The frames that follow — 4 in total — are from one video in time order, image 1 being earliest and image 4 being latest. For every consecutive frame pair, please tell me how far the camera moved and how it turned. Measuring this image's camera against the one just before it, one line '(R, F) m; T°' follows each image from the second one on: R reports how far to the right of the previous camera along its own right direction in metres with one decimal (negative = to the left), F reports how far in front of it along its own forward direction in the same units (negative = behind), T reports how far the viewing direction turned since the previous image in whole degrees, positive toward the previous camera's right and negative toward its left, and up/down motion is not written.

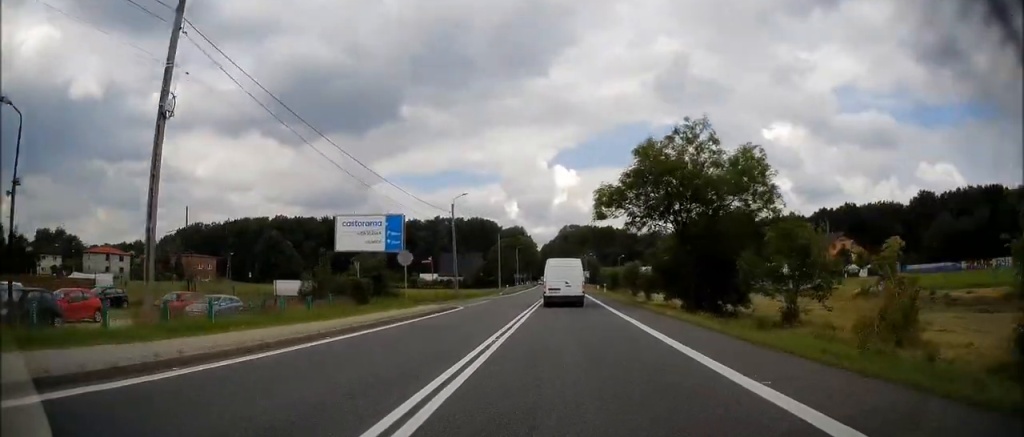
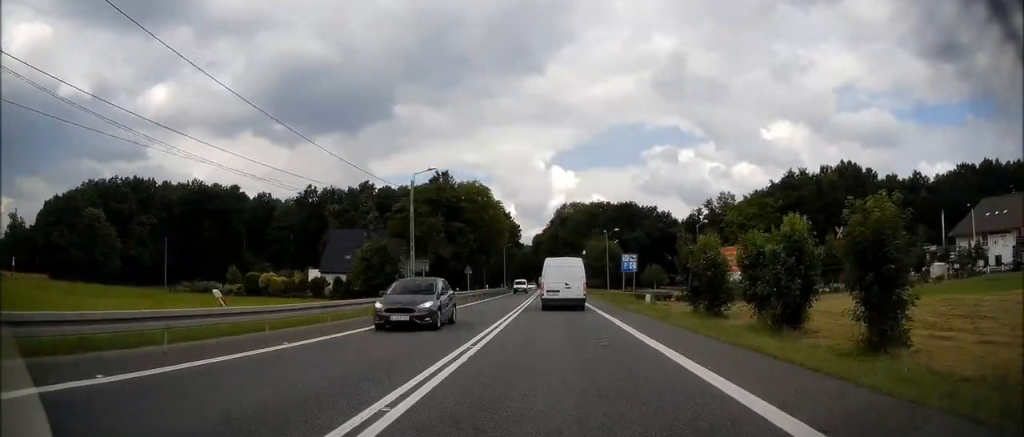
(+0.5, +85.3) m; 0°
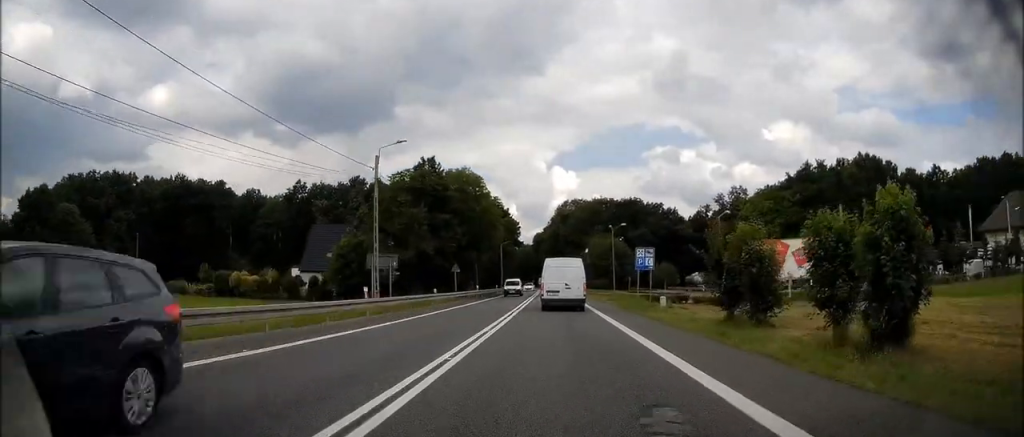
(-0.1, +7.8) m; 0°
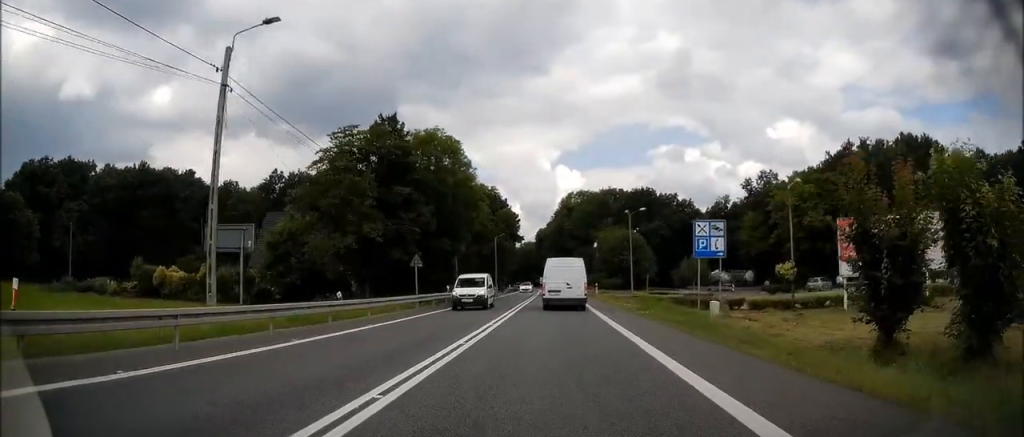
(+0.1, +15.5) m; 0°
